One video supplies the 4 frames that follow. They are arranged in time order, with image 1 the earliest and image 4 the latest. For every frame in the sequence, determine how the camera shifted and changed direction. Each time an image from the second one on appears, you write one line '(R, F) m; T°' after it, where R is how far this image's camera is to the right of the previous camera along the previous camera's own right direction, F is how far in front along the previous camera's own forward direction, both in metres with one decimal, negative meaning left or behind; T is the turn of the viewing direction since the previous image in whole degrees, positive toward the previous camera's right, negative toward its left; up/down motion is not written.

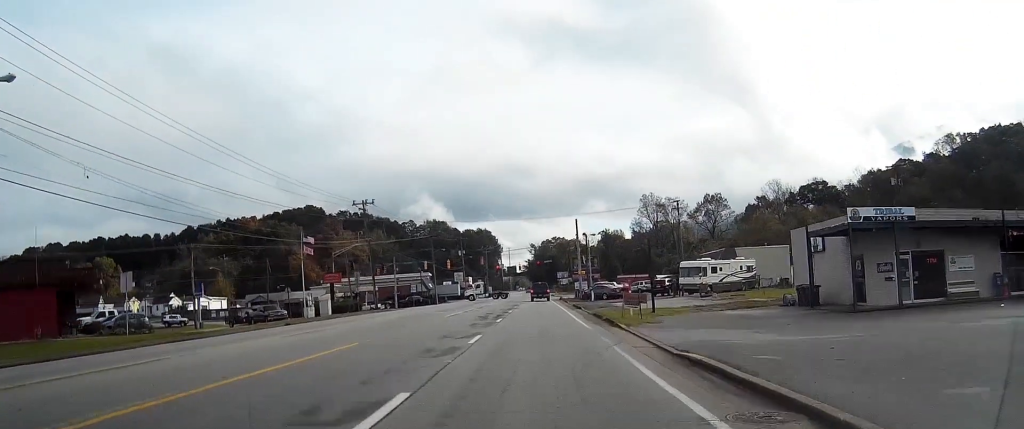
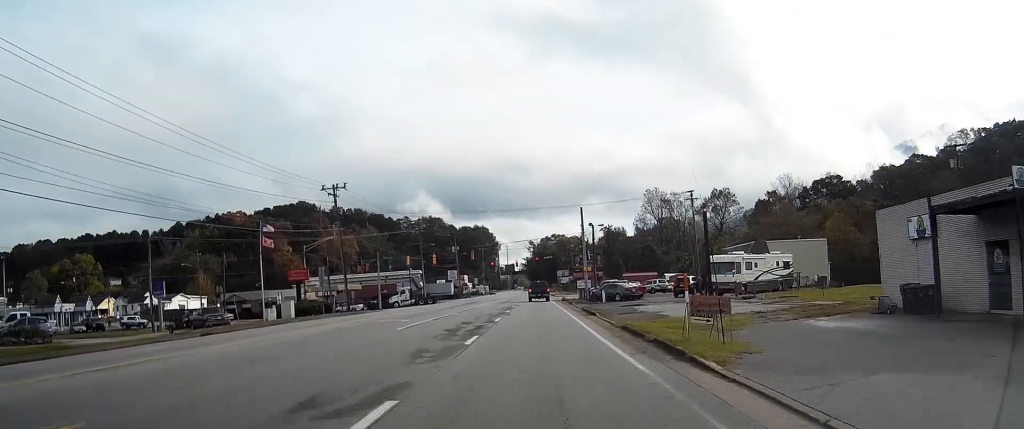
(0.0, +12.3) m; 0°
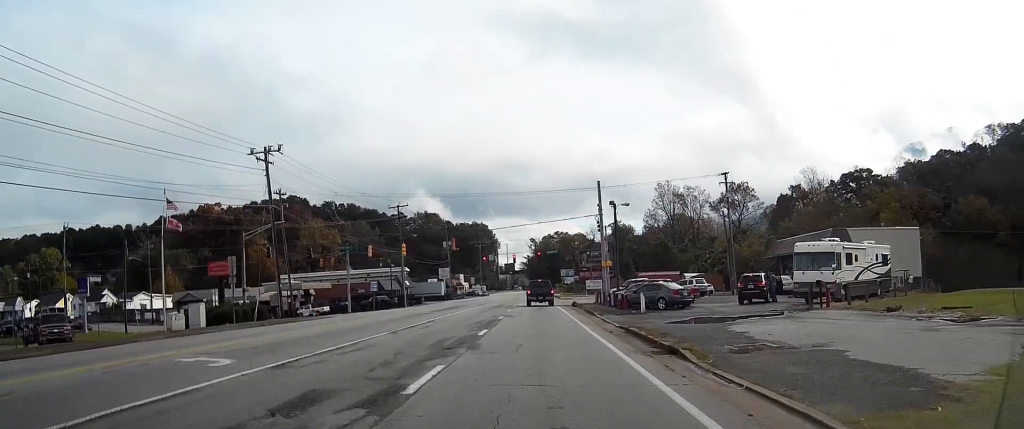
(-0.1, +20.1) m; -2°
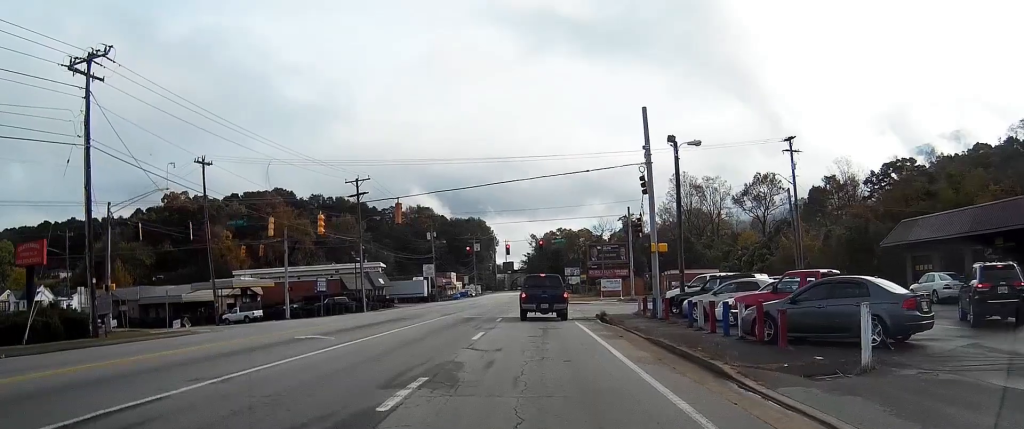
(-0.5, +25.0) m; 0°
